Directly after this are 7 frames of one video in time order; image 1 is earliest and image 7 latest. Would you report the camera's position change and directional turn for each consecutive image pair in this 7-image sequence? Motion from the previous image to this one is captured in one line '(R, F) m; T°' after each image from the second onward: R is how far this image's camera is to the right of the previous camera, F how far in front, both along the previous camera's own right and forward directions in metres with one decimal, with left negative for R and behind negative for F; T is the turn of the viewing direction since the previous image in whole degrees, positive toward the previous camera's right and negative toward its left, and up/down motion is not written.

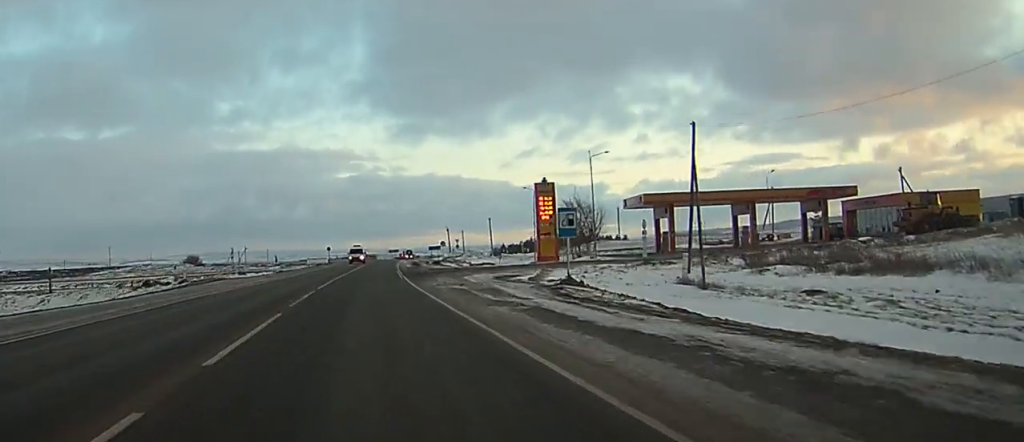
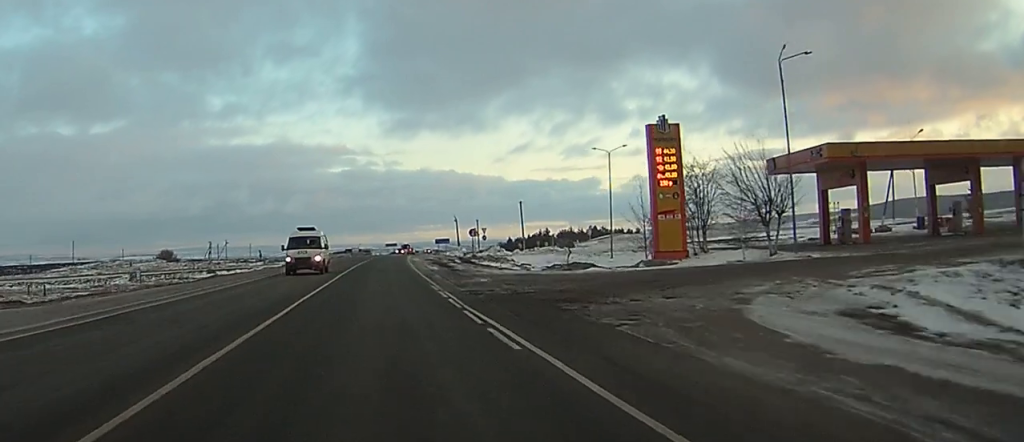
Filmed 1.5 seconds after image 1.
(+0.1, +38.4) m; 0°
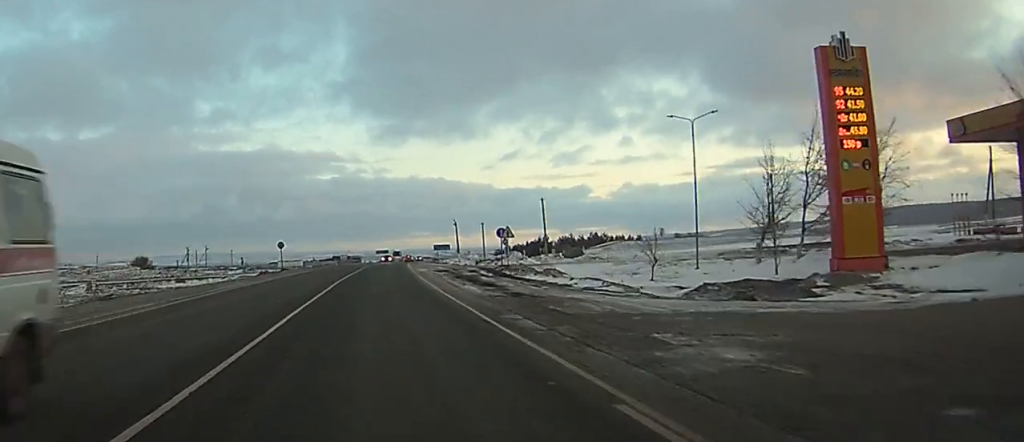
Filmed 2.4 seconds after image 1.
(+0.1, +22.5) m; +1°
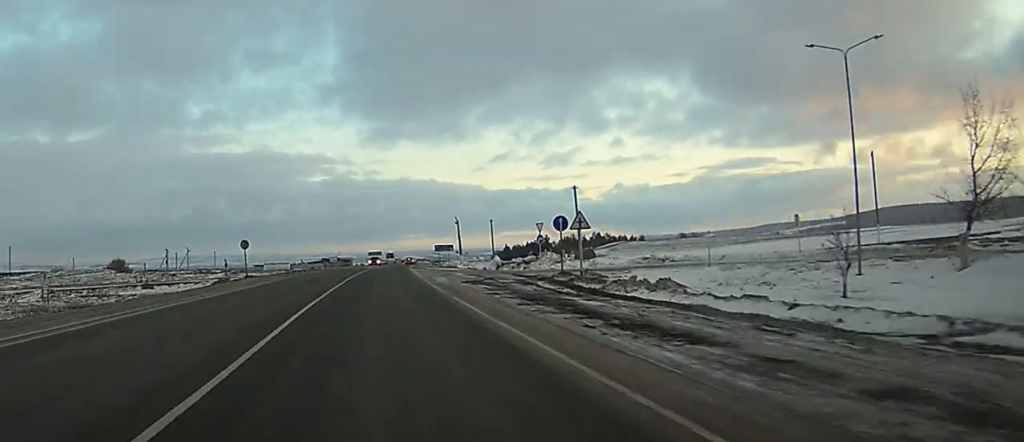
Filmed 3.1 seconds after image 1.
(0.0, +20.0) m; +1°
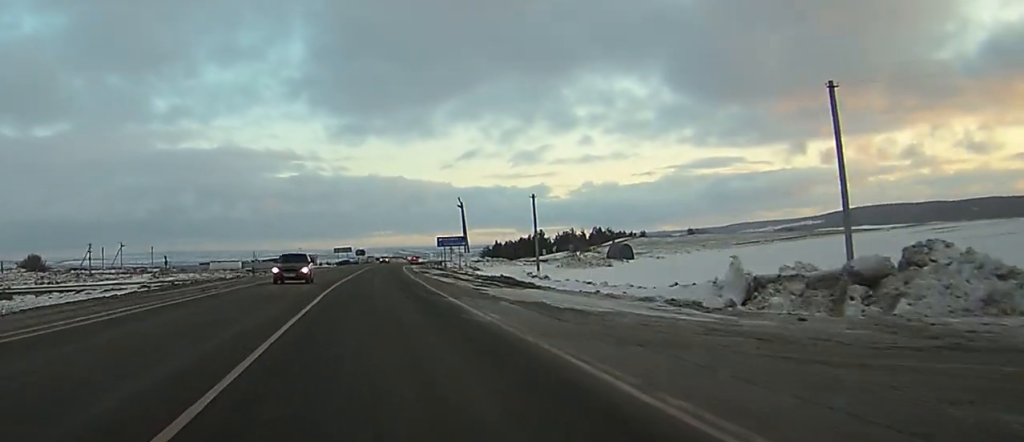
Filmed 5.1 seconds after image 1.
(+0.6, +52.3) m; +1°
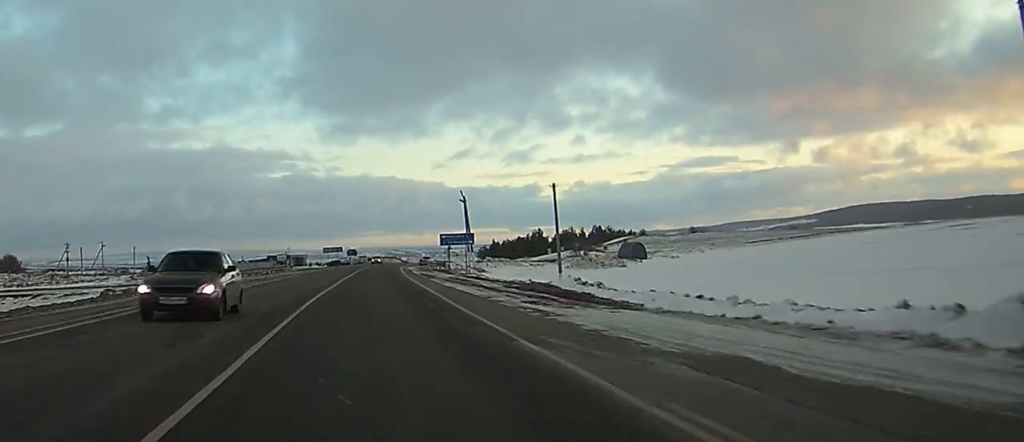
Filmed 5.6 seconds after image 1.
(+0.1, +12.2) m; 0°
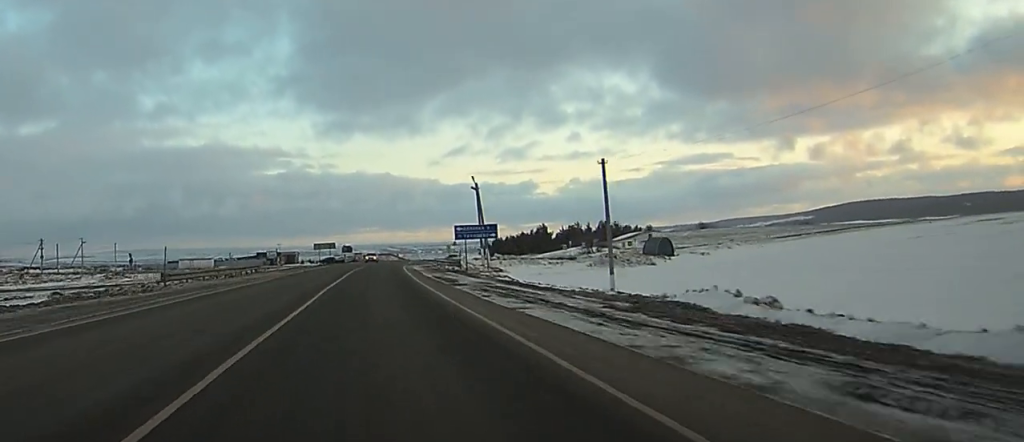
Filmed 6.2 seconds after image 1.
(0.0, +15.7) m; 0°
